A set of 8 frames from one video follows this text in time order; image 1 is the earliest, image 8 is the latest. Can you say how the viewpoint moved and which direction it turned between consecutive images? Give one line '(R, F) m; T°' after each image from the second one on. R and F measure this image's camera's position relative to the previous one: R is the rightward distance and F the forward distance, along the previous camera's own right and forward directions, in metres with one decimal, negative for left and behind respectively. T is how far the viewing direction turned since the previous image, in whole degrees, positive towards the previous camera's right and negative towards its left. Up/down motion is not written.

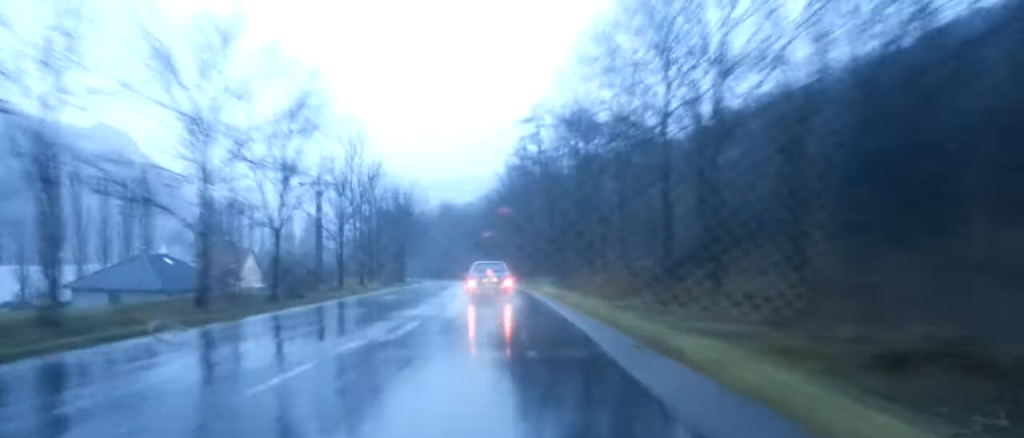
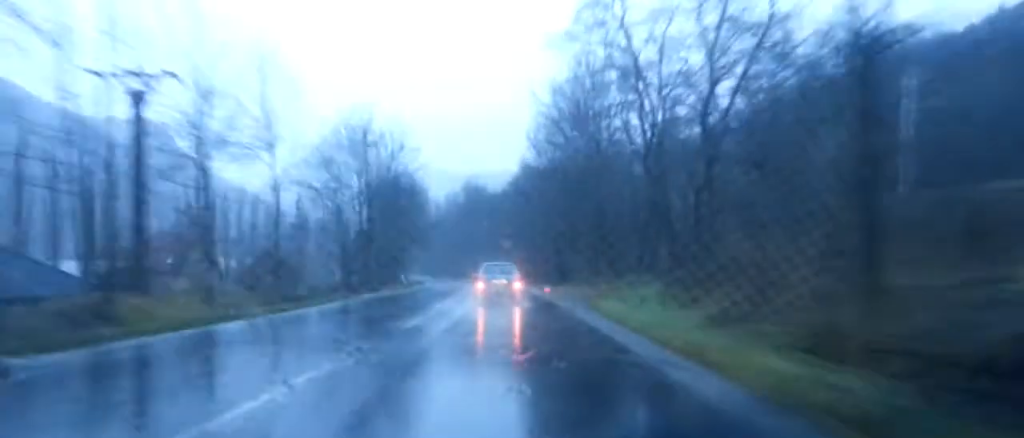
(-0.3, +40.1) m; -2°
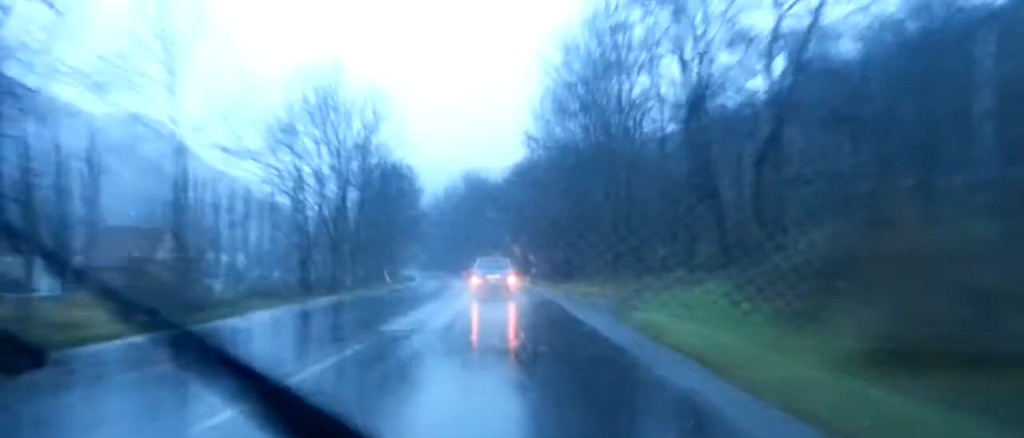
(0.0, +9.8) m; -1°
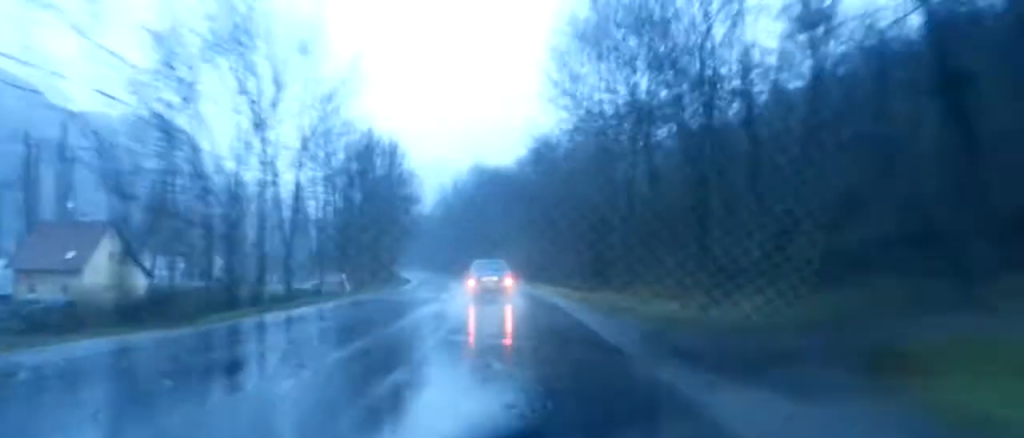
(-0.3, +17.2) m; -2°
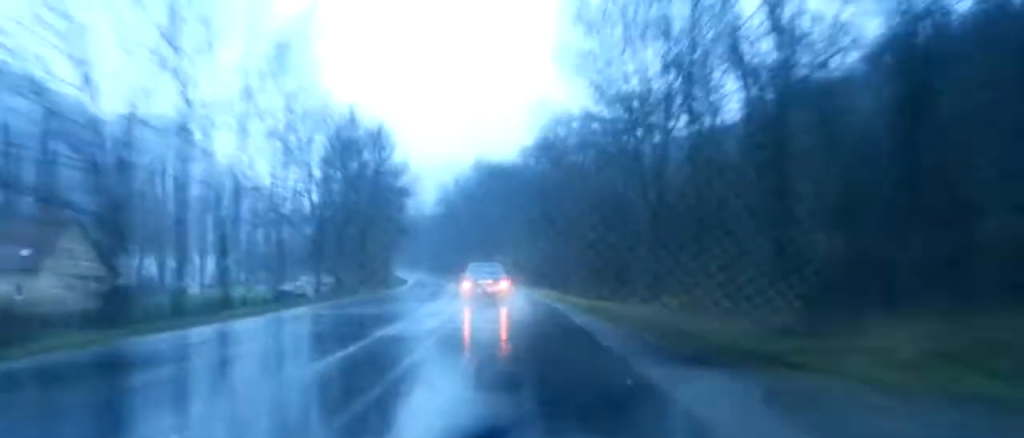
(0.0, +7.1) m; 0°
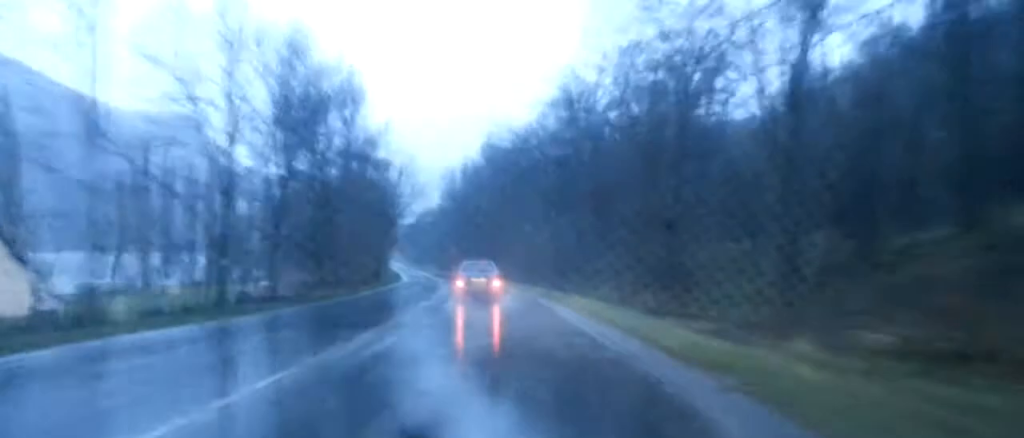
(-0.1, +14.3) m; -1°
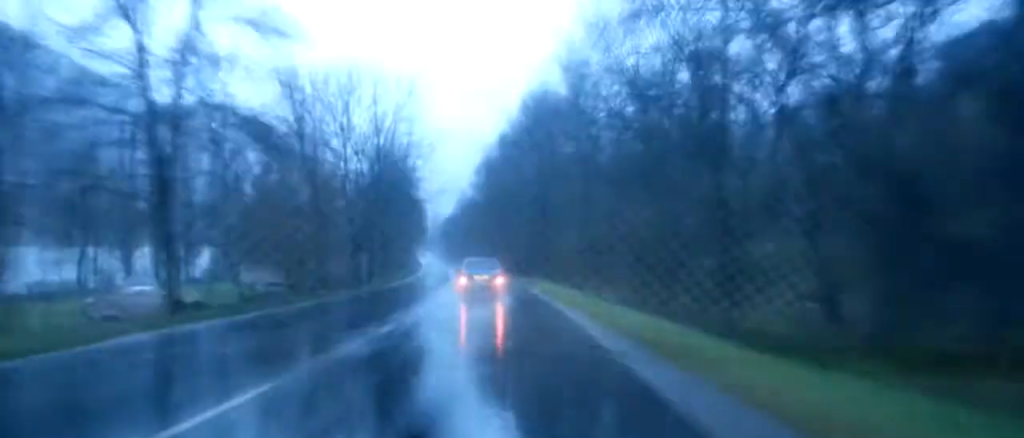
(-0.3, +28.0) m; -2°
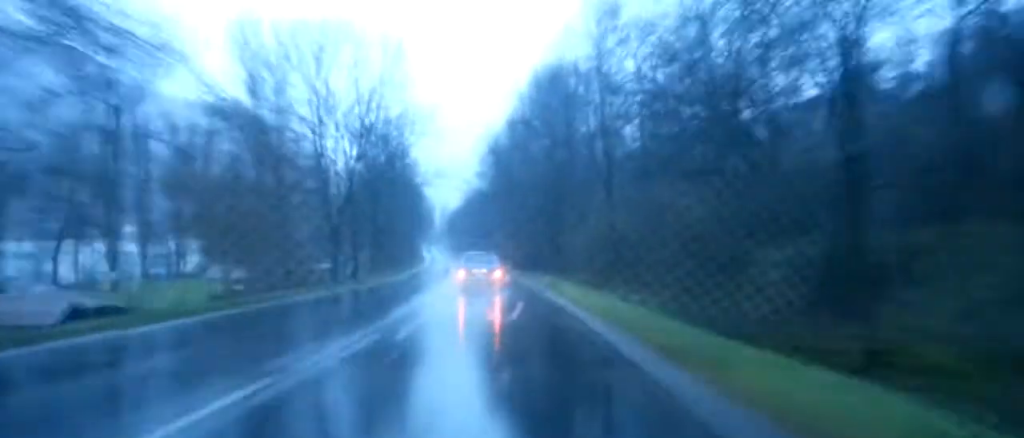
(-0.1, +8.9) m; -1°
